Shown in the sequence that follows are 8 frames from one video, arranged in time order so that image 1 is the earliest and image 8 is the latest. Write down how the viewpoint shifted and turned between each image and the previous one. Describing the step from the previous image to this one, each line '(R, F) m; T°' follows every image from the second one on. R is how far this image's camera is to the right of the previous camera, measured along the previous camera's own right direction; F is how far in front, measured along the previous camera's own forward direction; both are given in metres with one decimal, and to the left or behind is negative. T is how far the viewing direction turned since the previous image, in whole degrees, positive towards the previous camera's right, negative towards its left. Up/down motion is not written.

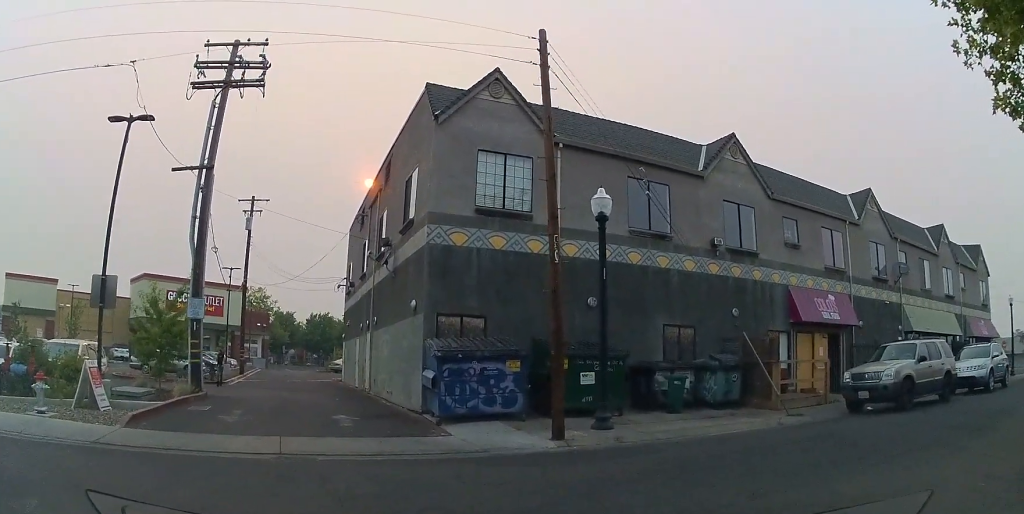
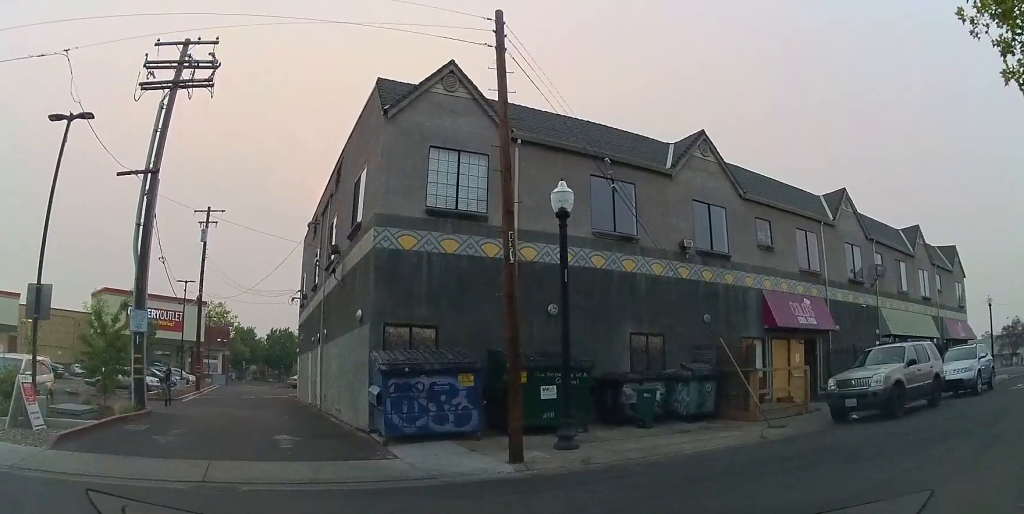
(0.0, +0.9) m; 0°
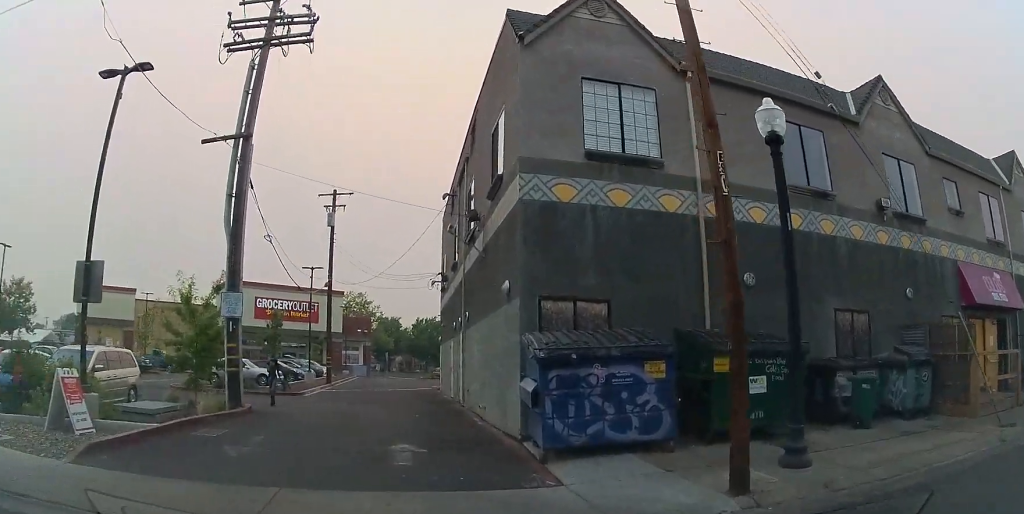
(-0.2, +2.1) m; -30°
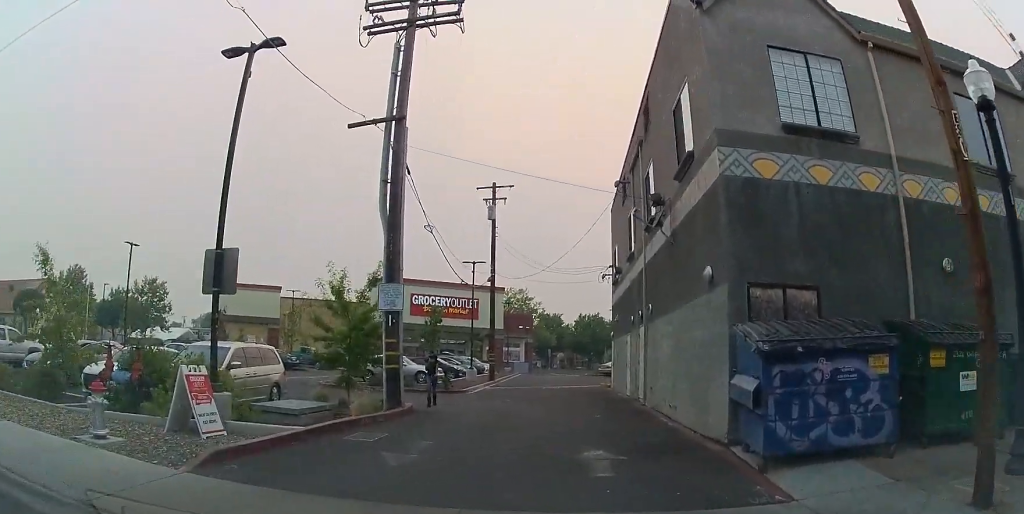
(0.0, +1.1) m; -20°
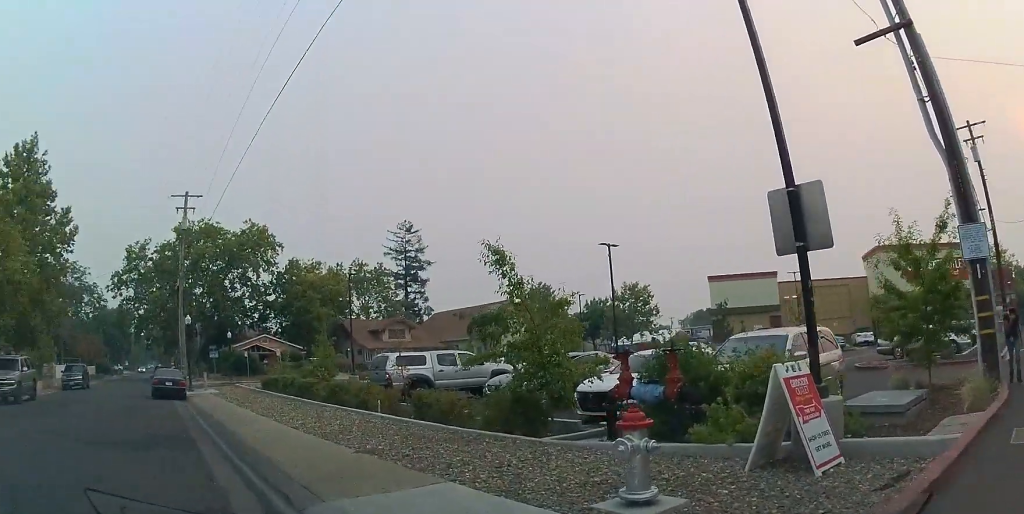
(-2.0, +2.3) m; -55°
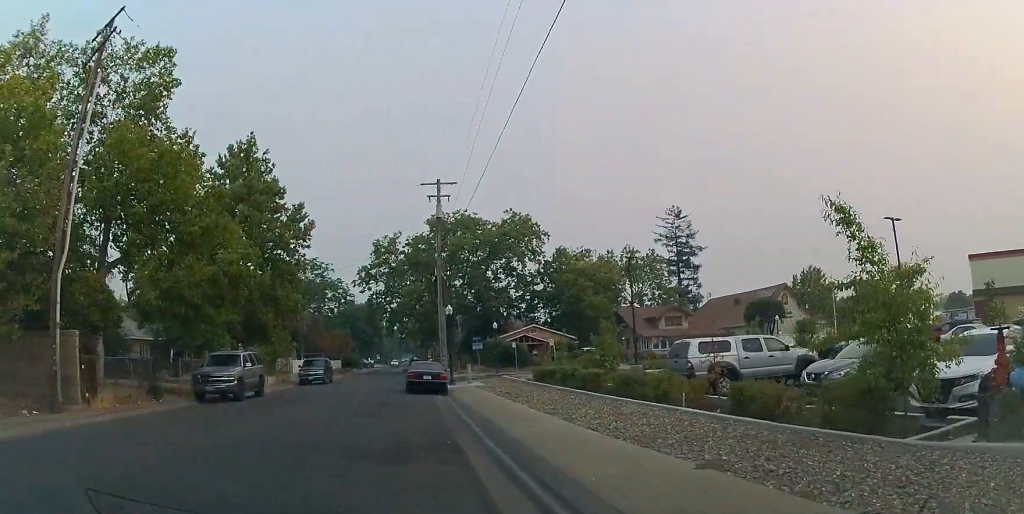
(-0.3, +2.2) m; -10°
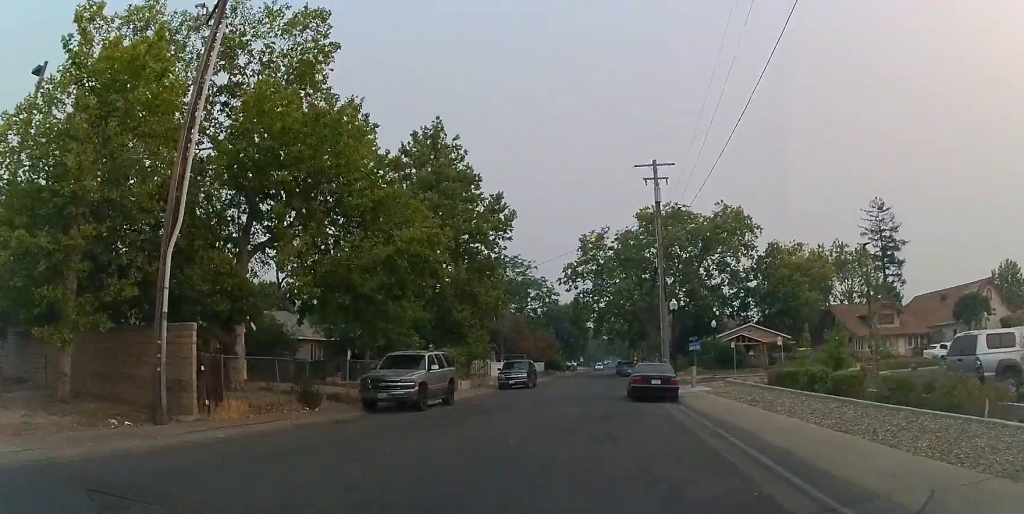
(-0.2, +3.9) m; -11°
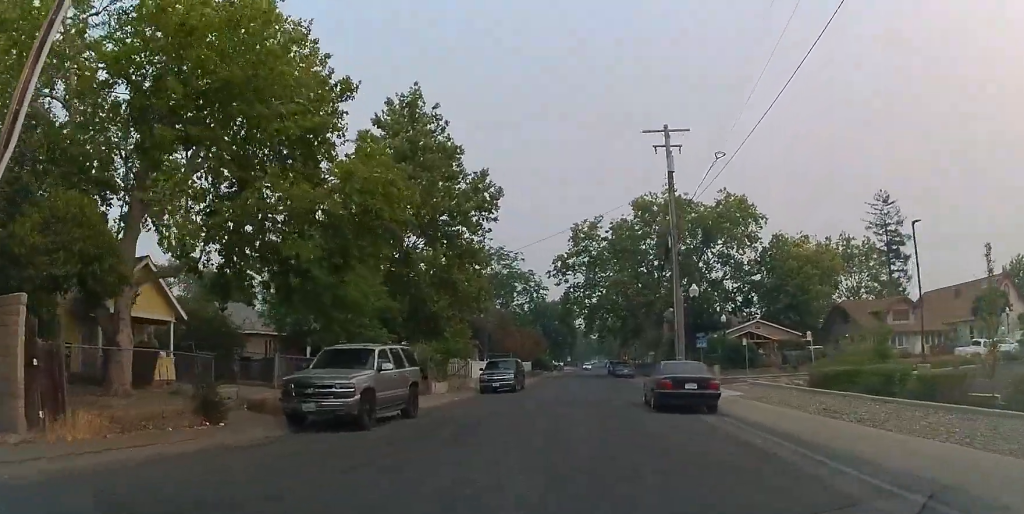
(-0.7, +5.0) m; -3°
